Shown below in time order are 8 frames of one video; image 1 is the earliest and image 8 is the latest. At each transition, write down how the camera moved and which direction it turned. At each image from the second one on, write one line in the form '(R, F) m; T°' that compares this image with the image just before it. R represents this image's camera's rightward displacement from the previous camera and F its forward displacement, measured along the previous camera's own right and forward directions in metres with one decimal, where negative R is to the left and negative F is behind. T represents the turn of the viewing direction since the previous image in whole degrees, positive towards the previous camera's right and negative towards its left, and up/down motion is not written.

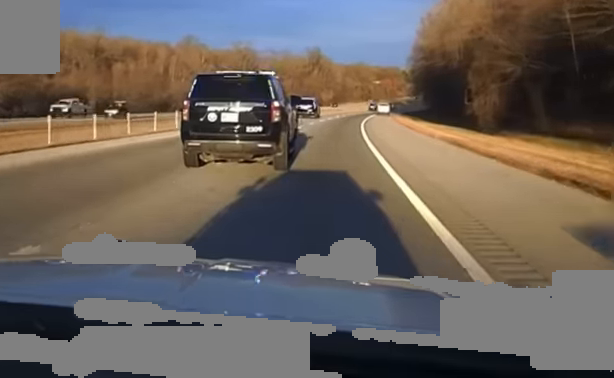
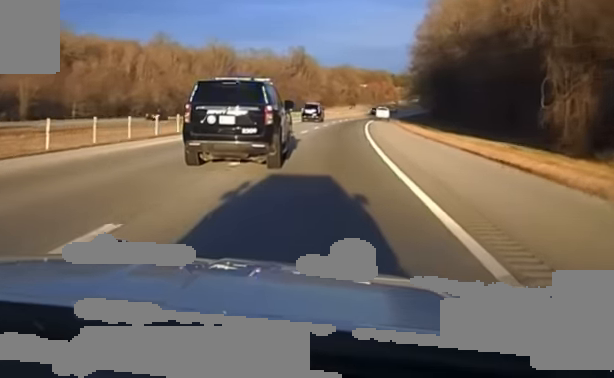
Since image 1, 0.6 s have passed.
(+0.1, +23.0) m; +1°
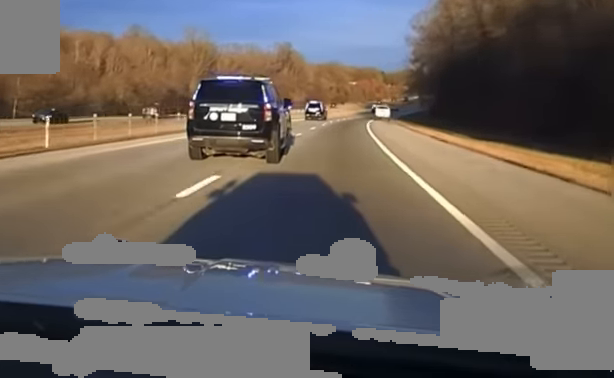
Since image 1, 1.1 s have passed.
(+0.2, +18.7) m; +1°
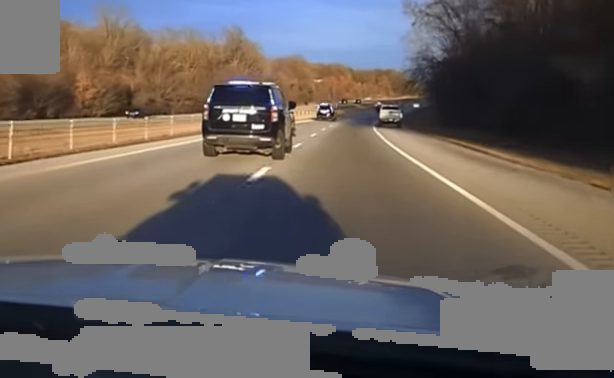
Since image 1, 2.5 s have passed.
(+1.2, +57.3) m; +3°
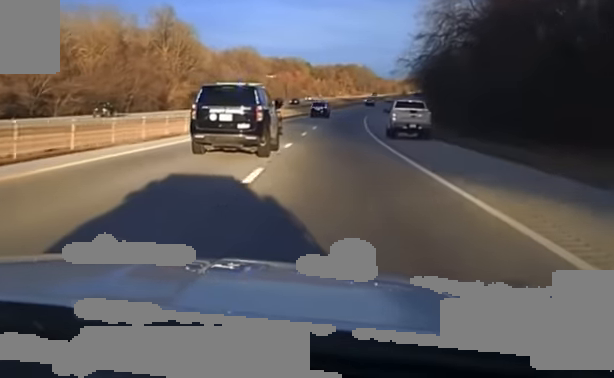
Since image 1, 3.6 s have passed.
(+1.2, +49.7) m; +3°
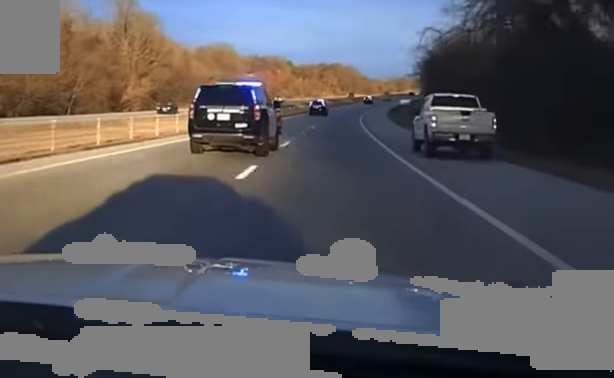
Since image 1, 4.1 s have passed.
(+0.3, +24.3) m; +2°
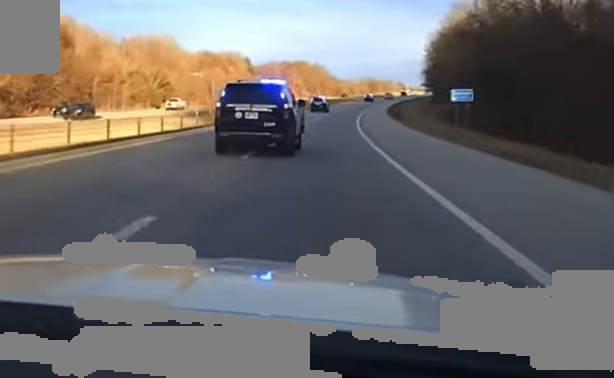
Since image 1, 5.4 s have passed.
(+2.1, +61.6) m; +3°
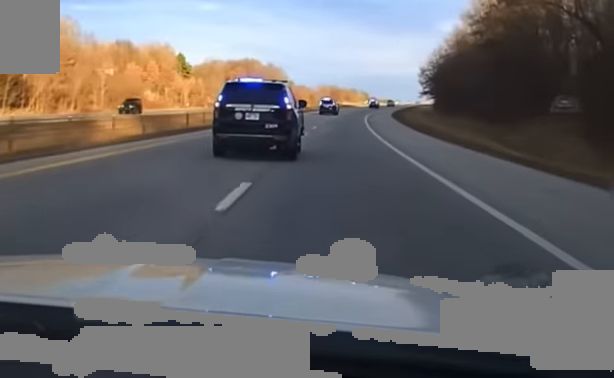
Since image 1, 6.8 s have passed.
(+0.7, +64.8) m; +2°
